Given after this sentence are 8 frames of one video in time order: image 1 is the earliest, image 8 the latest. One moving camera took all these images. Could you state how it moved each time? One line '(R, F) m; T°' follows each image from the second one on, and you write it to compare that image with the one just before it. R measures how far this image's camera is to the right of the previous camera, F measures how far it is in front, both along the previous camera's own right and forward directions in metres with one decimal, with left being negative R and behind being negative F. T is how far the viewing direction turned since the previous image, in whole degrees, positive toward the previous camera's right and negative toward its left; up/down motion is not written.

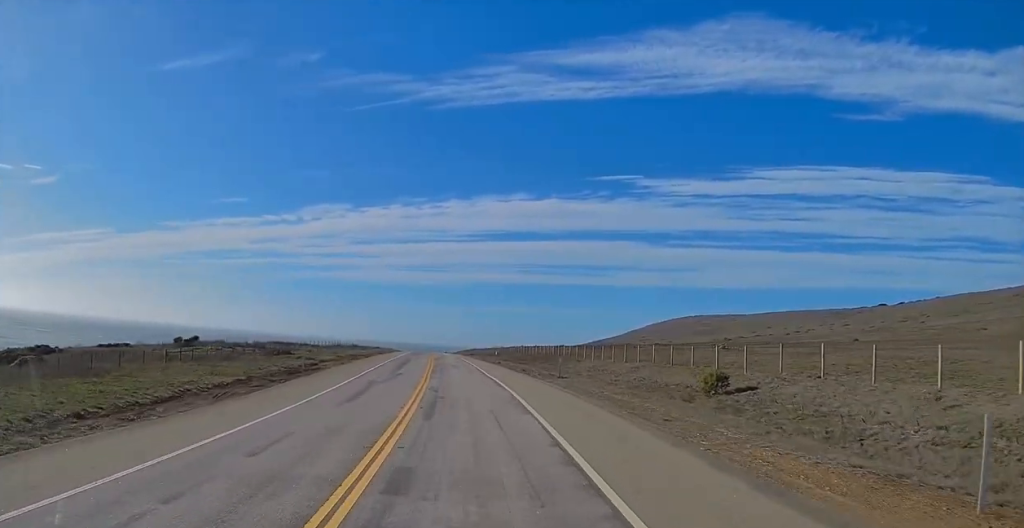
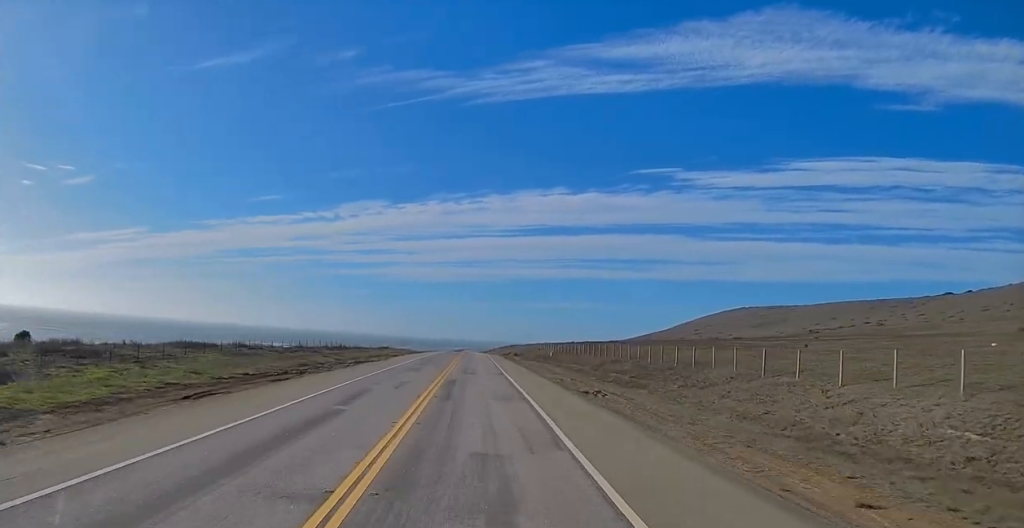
(-1.2, +40.3) m; -3°
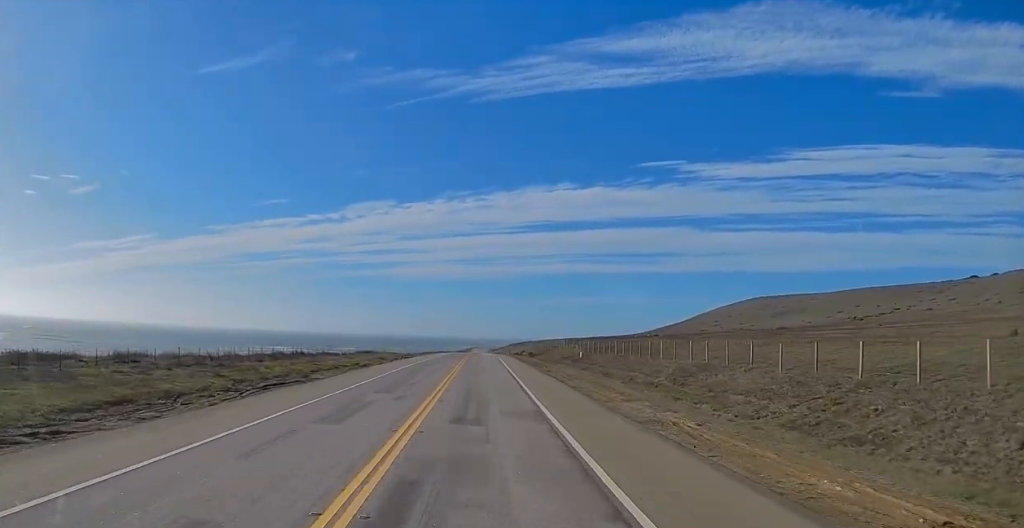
(-0.2, +23.0) m; -1°
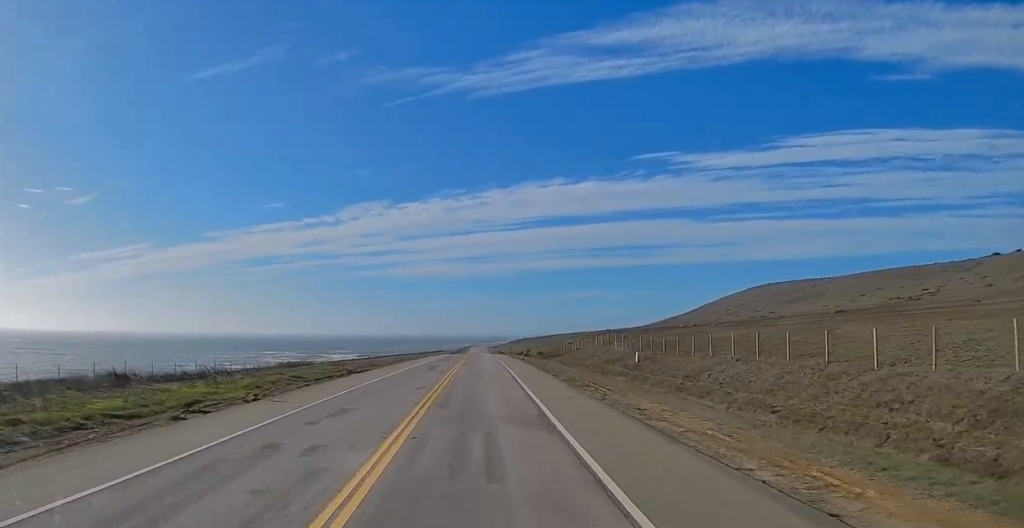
(-0.2, +31.9) m; 0°
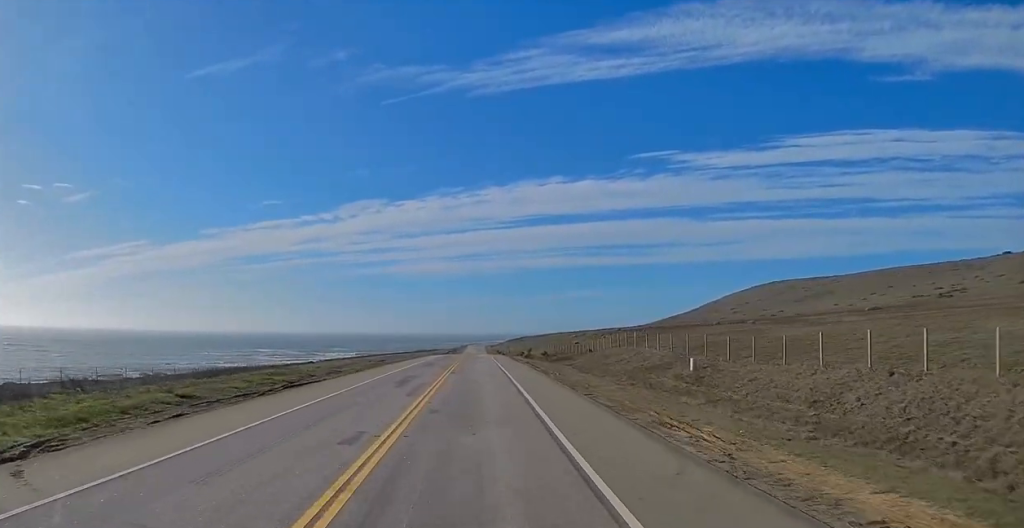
(+0.1, +15.2) m; 0°
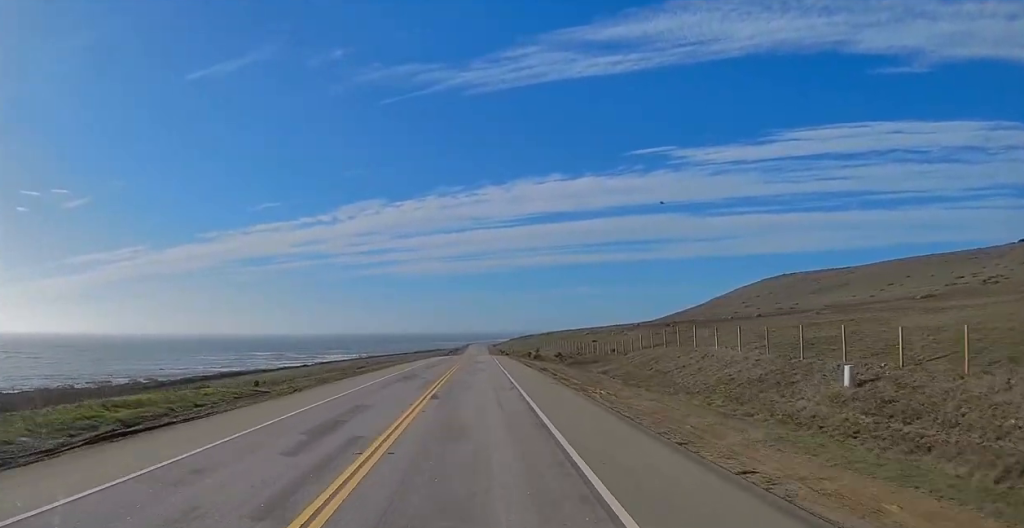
(+0.1, +16.7) m; +1°
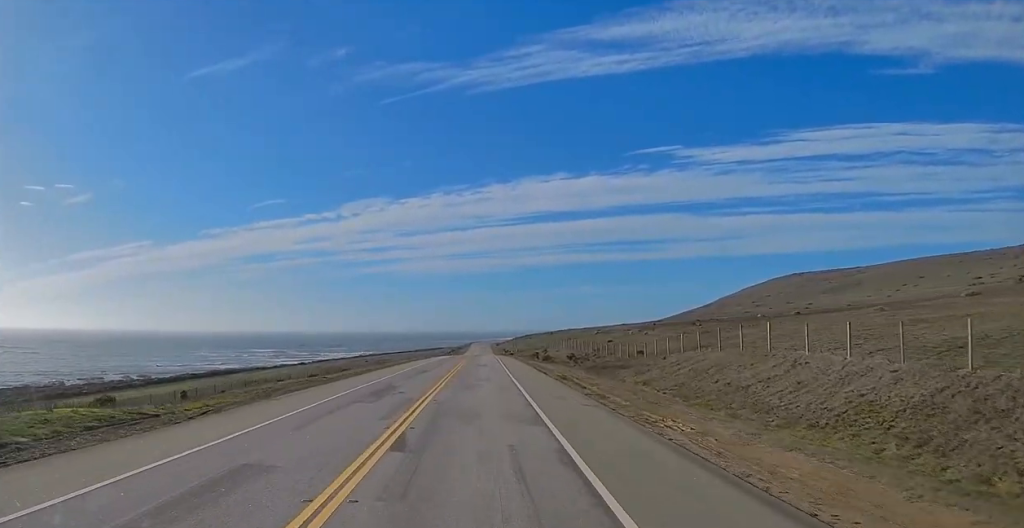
(+0.1, +11.4) m; 0°
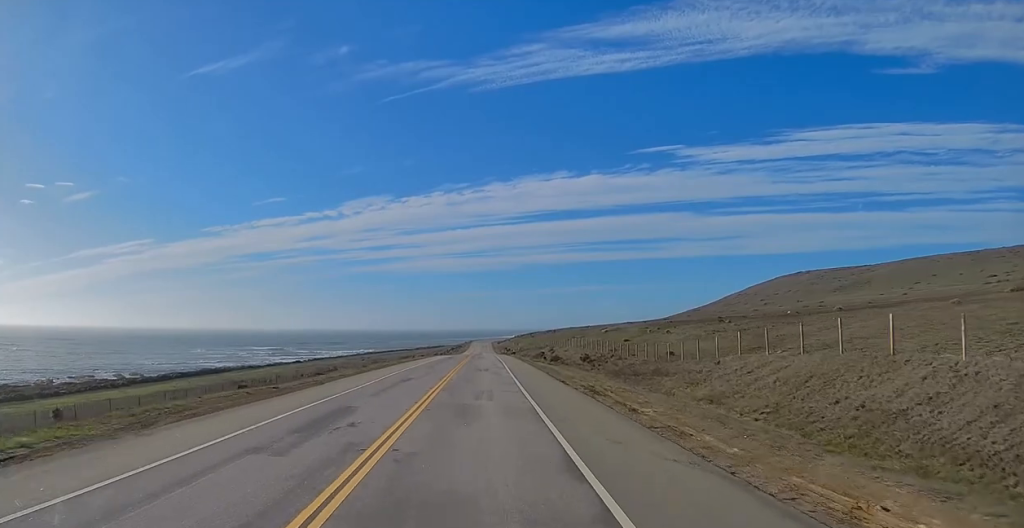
(+0.1, +10.5) m; 0°
